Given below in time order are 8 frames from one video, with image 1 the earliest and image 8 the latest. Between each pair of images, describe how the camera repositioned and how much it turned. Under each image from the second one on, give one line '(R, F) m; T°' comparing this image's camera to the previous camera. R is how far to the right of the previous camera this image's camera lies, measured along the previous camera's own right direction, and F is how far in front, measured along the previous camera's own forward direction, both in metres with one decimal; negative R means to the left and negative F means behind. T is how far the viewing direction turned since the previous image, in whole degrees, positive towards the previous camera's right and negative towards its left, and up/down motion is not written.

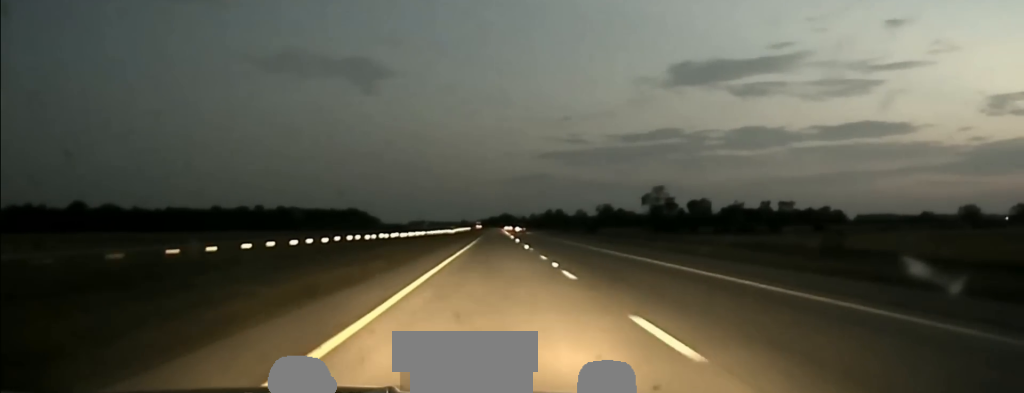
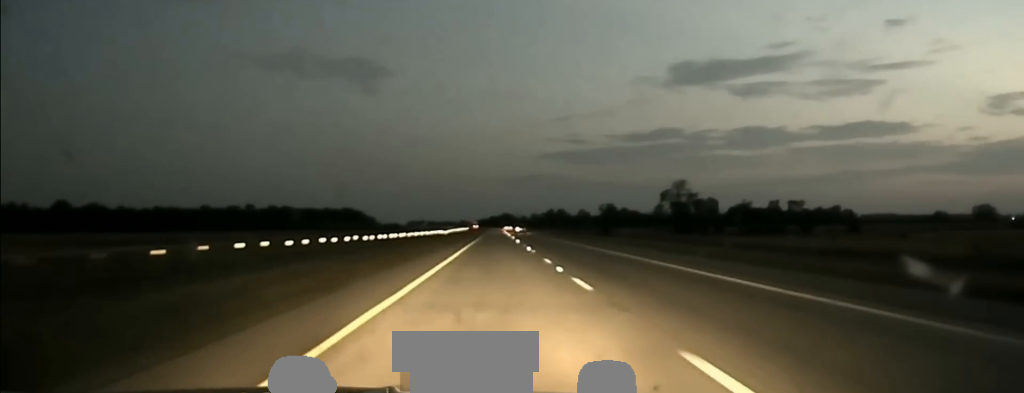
(0.0, +28.7) m; 0°
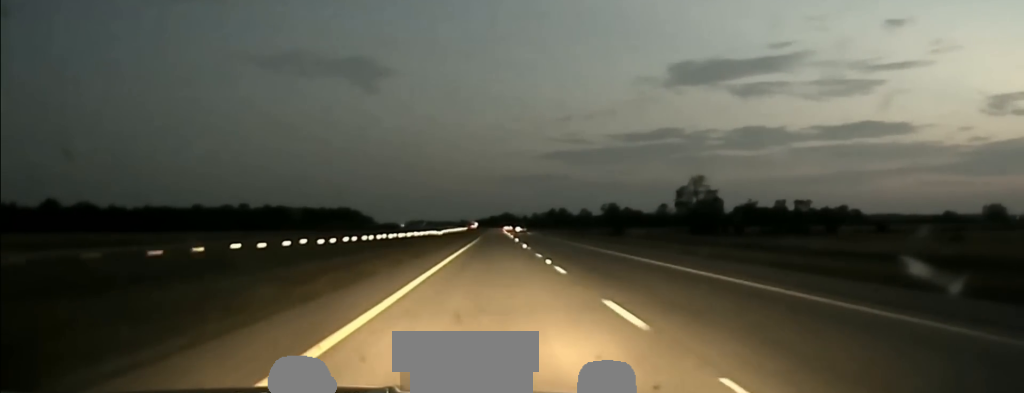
(0.0, +17.1) m; 0°
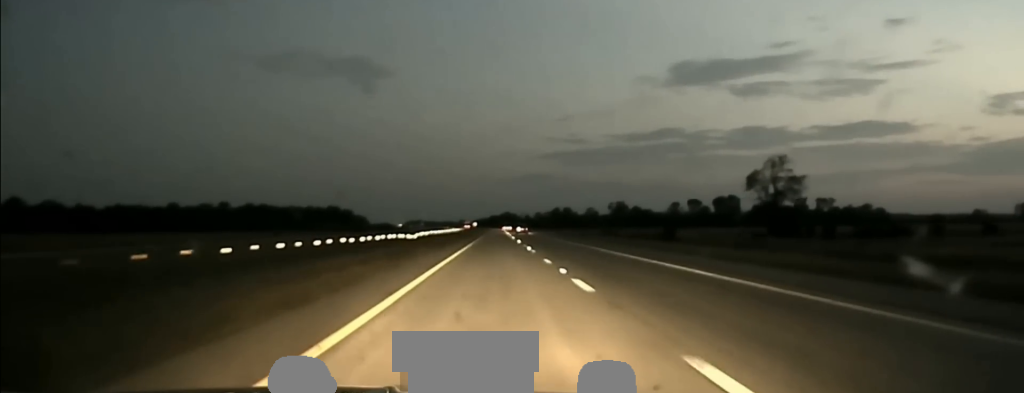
(0.0, +48.3) m; 0°
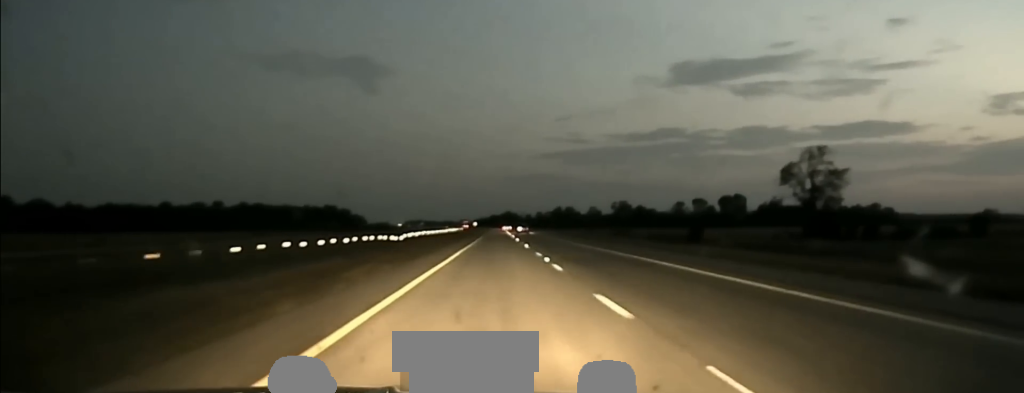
(0.0, +15.2) m; 0°
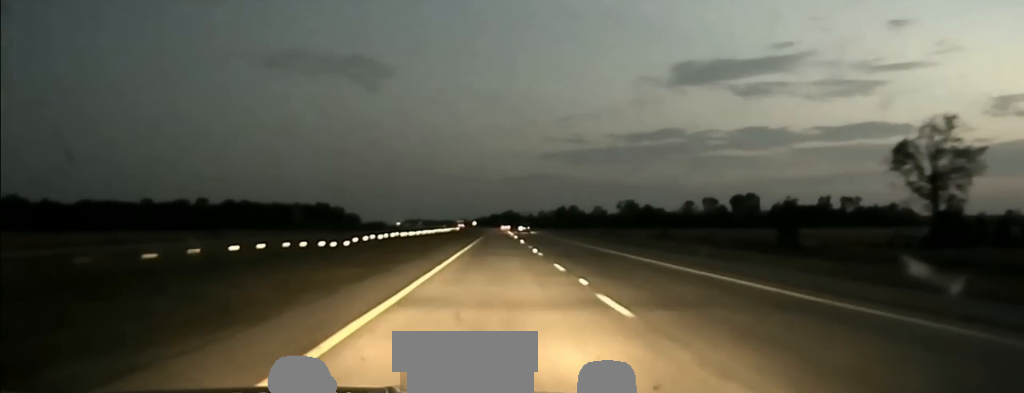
(-0.1, +35.1) m; 0°
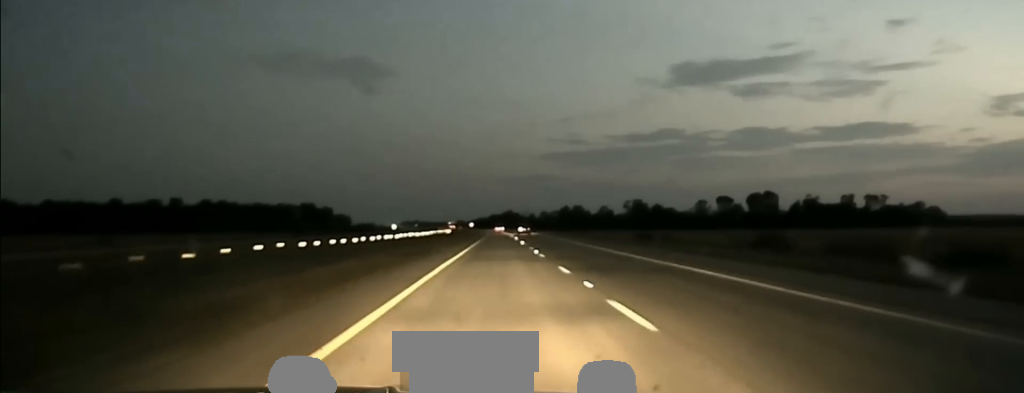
(+0.3, +49.7) m; 0°
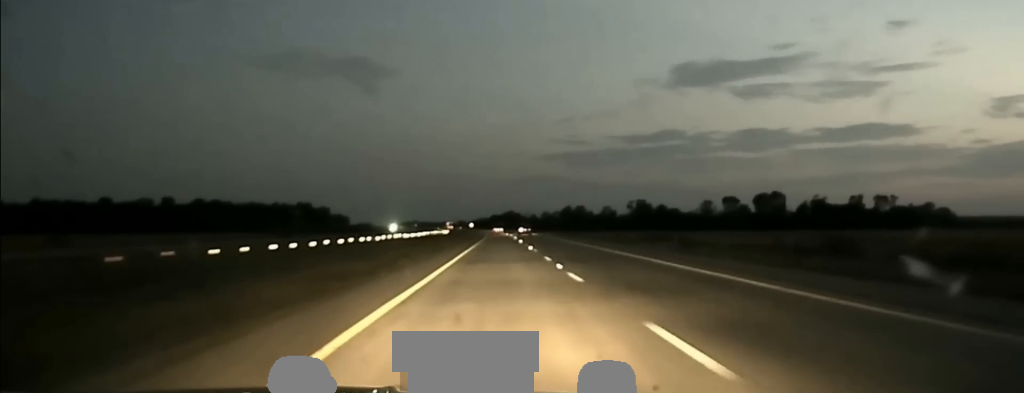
(-0.1, +15.9) m; 0°
